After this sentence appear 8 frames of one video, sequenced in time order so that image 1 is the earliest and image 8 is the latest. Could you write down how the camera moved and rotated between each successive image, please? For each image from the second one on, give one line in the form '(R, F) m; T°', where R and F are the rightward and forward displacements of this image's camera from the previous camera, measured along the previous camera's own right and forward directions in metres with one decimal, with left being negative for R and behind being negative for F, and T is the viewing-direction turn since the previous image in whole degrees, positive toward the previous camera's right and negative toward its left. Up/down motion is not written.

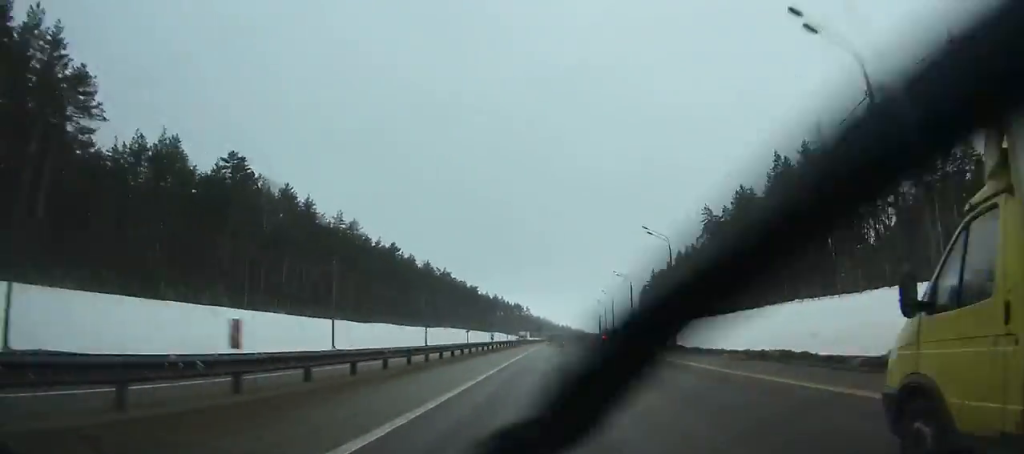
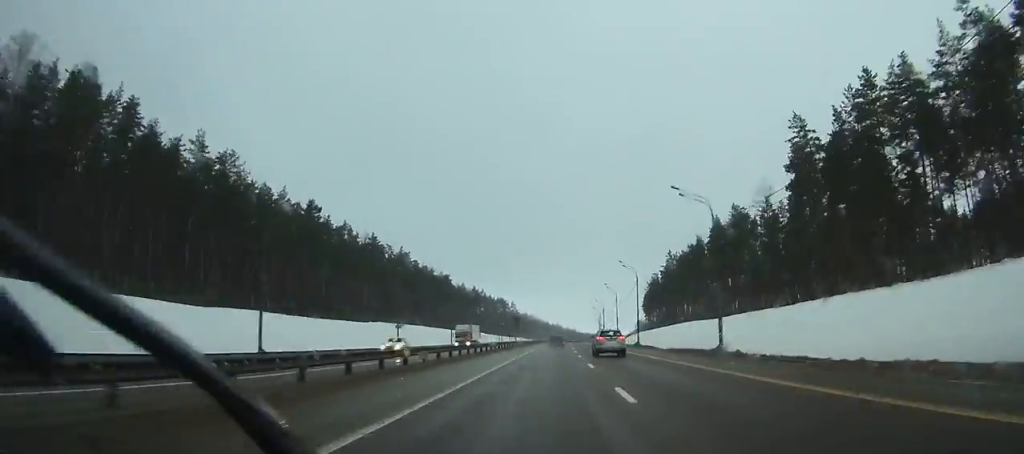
(+0.8, +52.3) m; +1°
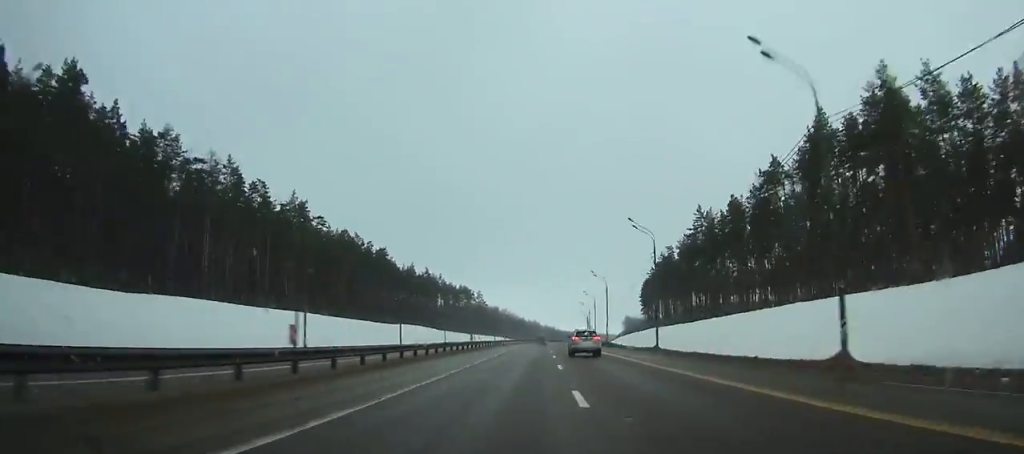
(+0.7, +60.6) m; +1°
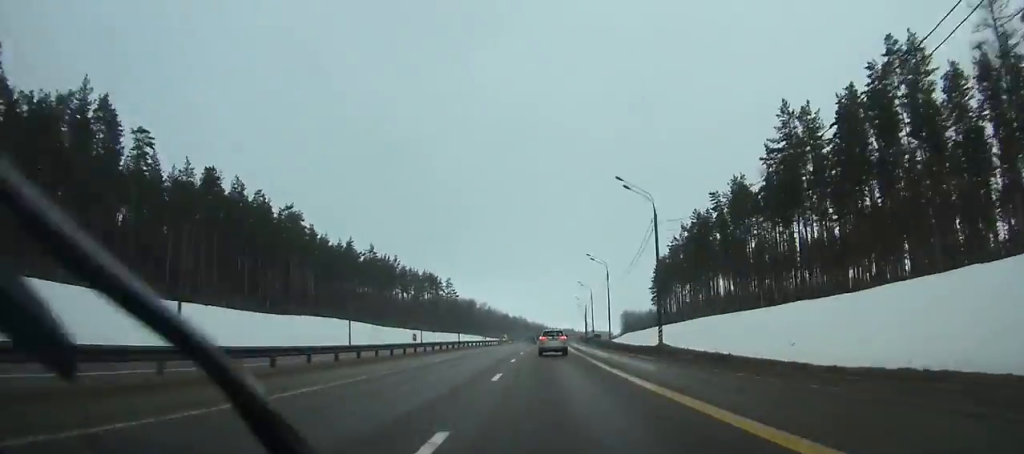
(+0.5, +52.3) m; +1°
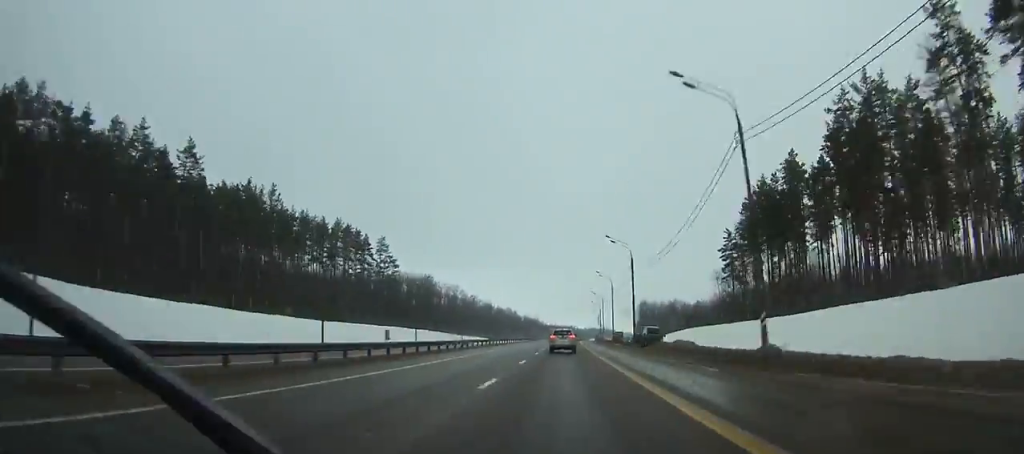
(+0.4, +88.0) m; +1°
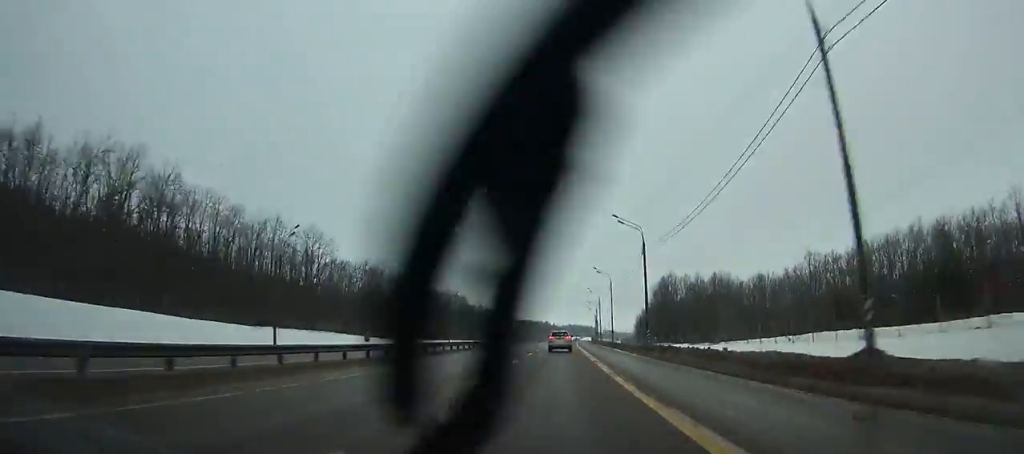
(+2.5, +117.5) m; +2°
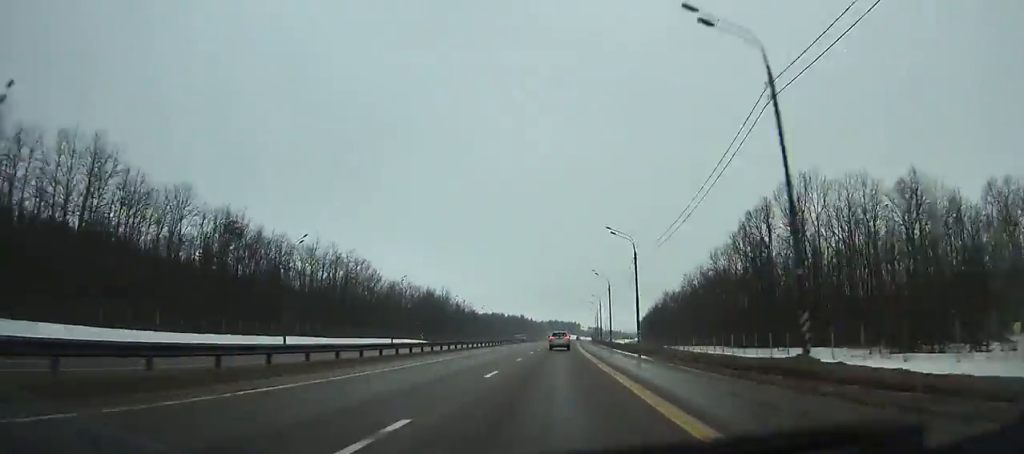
(+1.6, +105.8) m; +2°
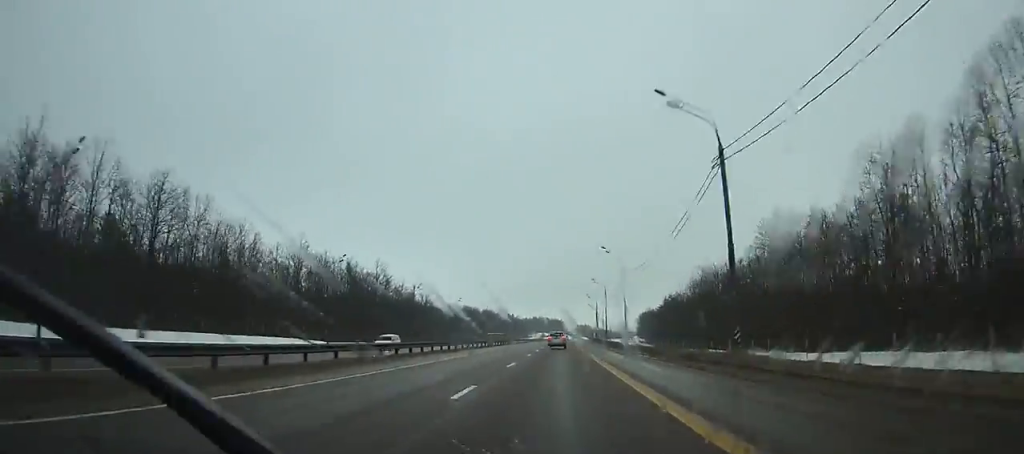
(+0.7, +67.9) m; +1°
